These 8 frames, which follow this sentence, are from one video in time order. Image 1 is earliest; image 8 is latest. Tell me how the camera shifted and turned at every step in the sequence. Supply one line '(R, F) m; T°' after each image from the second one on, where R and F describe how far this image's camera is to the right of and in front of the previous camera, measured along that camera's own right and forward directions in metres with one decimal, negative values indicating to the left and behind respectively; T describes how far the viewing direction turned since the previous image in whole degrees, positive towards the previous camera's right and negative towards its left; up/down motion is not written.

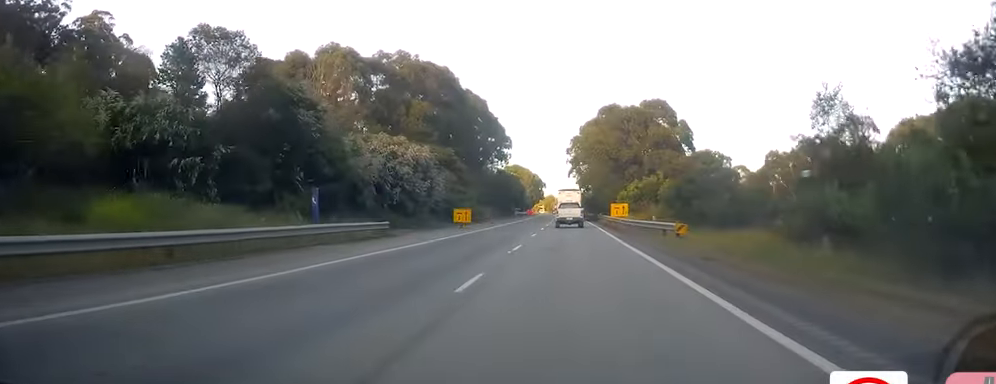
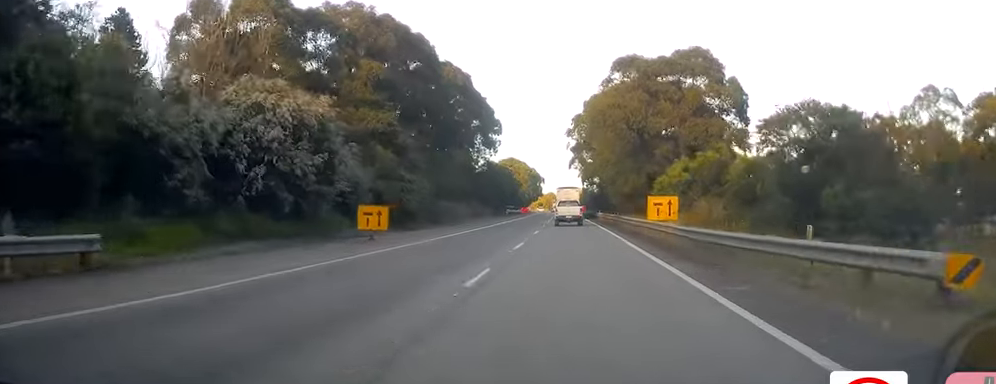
(+0.2, +23.3) m; -1°
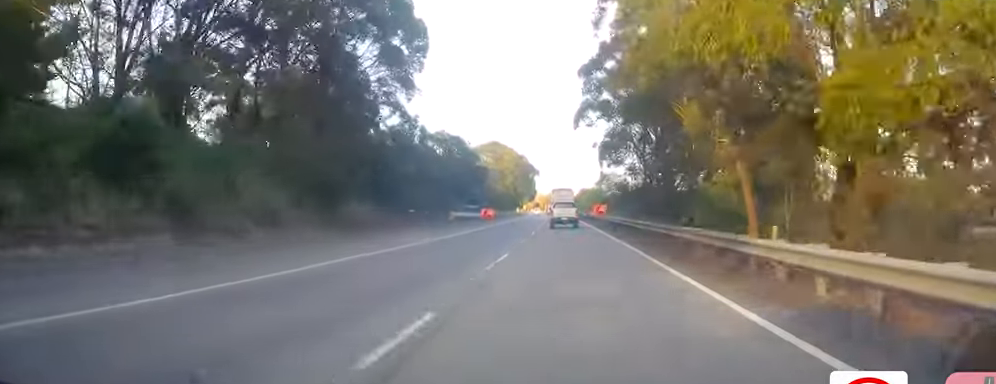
(-0.8, +66.5) m; 0°
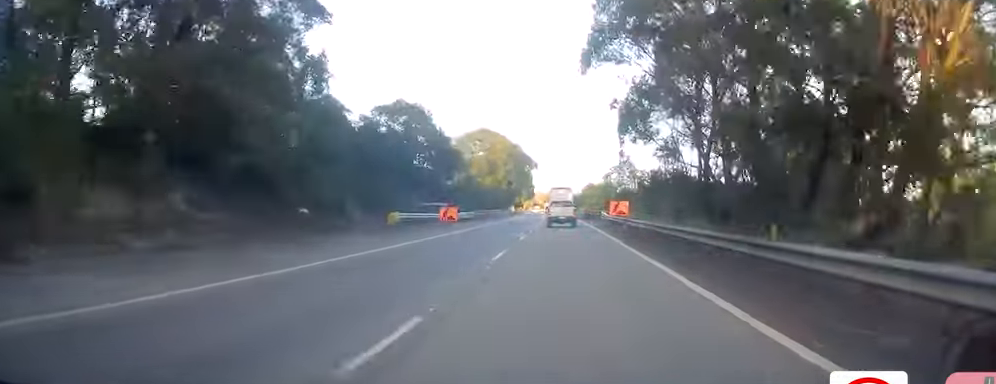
(-0.2, +24.4) m; 0°
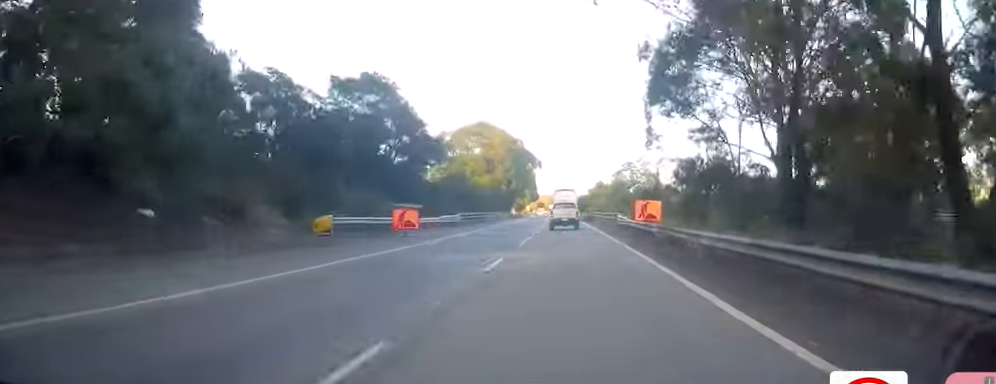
(-0.1, +13.6) m; 0°
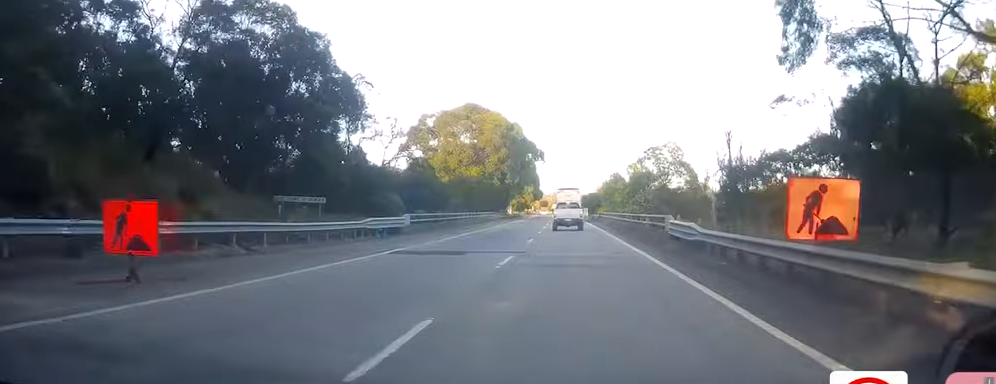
(+0.3, +21.7) m; 0°
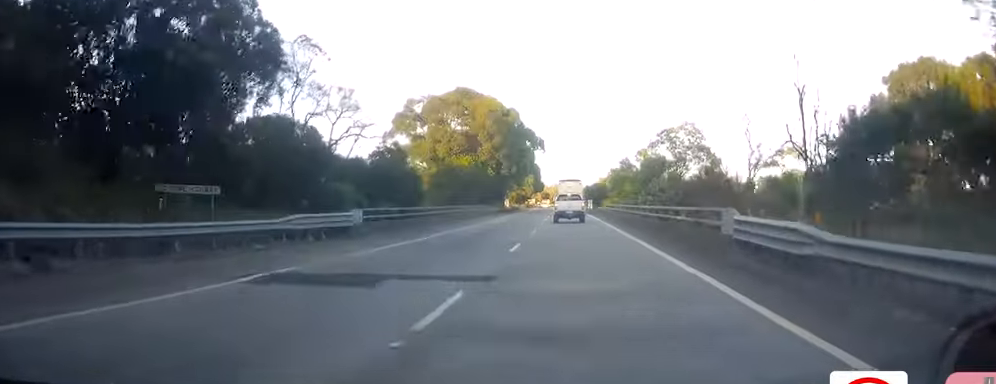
(-0.2, +9.7) m; -1°
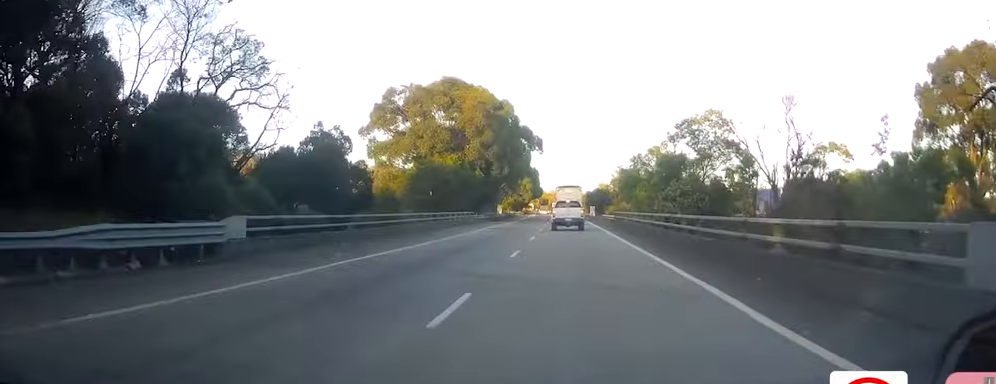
(-0.1, +11.3) m; 0°
